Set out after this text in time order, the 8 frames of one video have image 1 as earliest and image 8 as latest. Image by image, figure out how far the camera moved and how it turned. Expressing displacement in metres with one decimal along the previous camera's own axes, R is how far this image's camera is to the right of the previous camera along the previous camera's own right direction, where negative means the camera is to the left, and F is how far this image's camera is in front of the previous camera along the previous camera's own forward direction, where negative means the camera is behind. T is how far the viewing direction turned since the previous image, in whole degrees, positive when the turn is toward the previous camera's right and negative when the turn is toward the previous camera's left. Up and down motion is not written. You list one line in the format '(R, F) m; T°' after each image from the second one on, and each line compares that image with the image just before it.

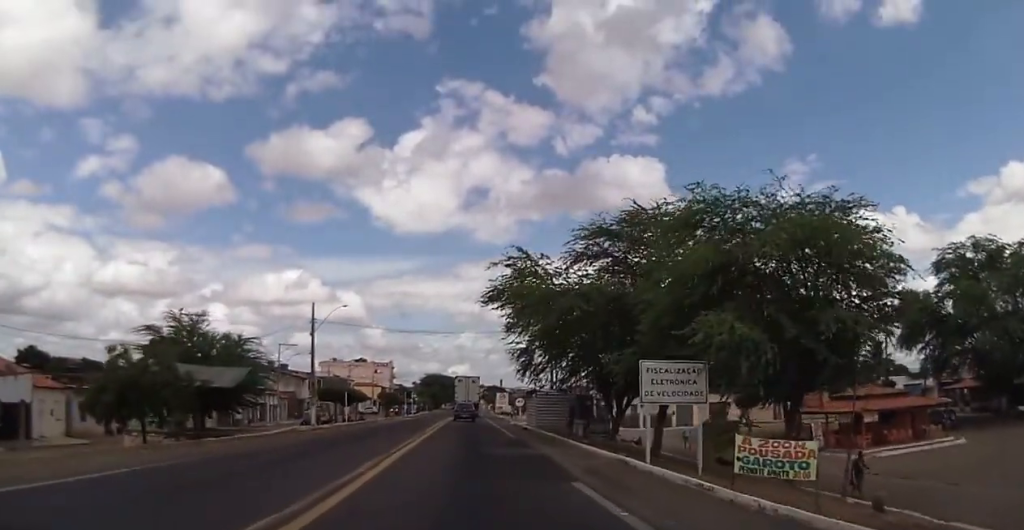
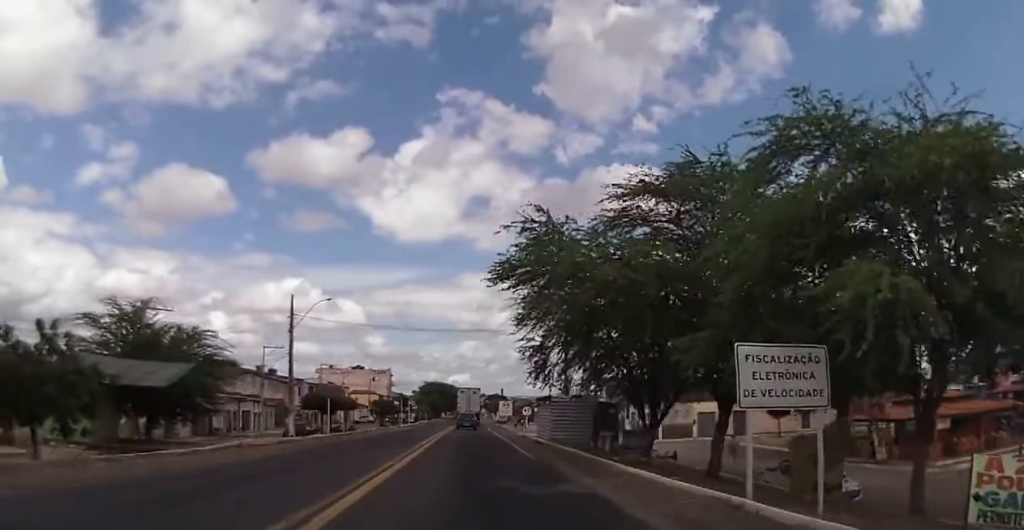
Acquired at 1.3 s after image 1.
(0.0, +4.7) m; +5°
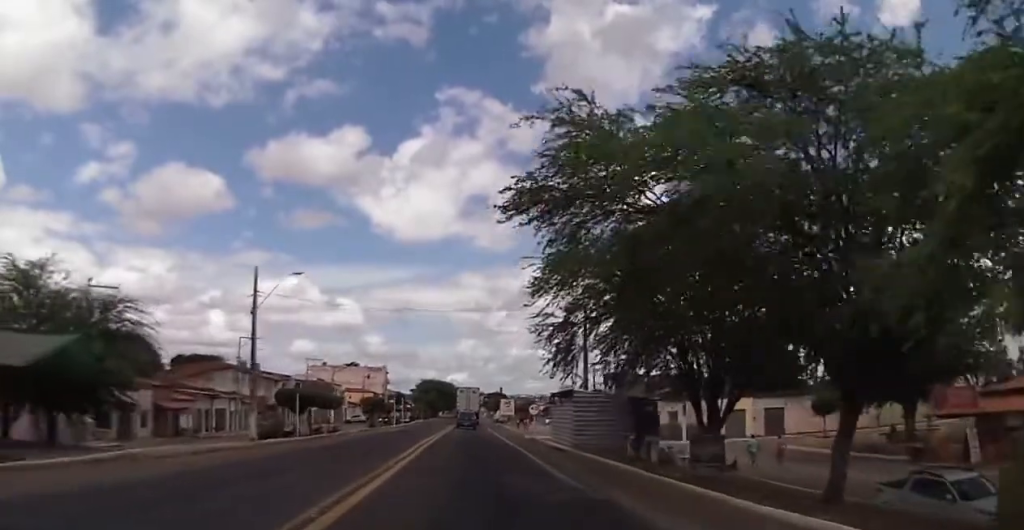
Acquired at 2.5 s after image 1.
(+0.5, +6.3) m; -4°
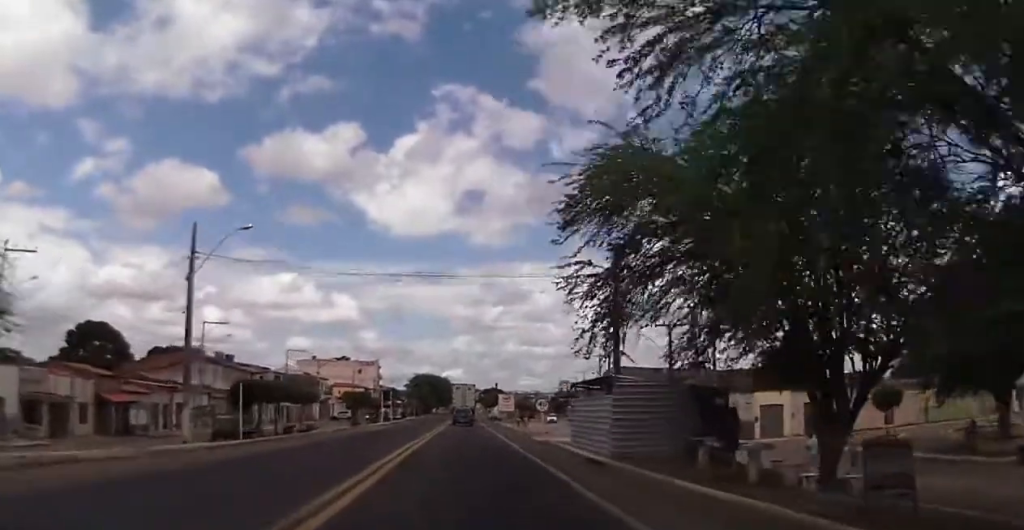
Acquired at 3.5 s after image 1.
(-0.9, +7.6) m; -2°
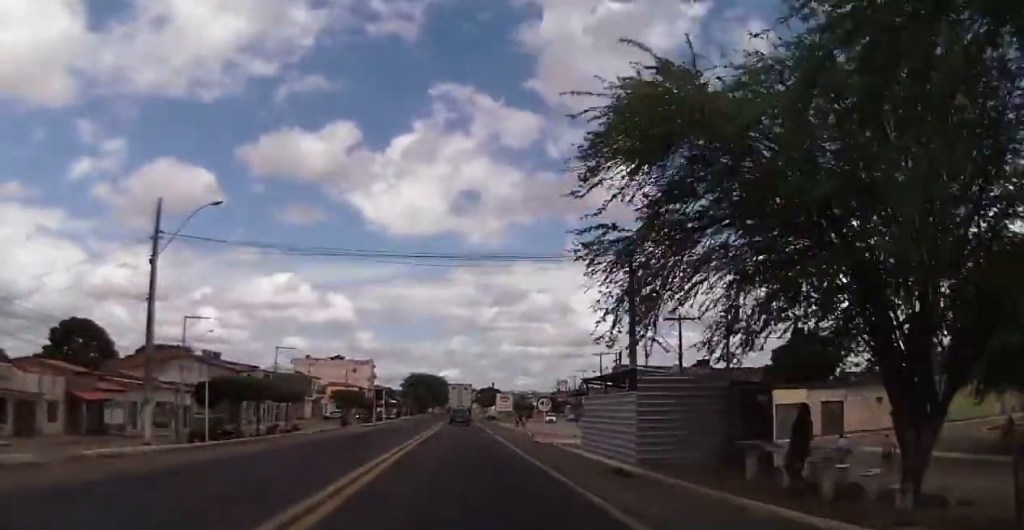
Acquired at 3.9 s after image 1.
(+0.2, +3.2) m; +2°
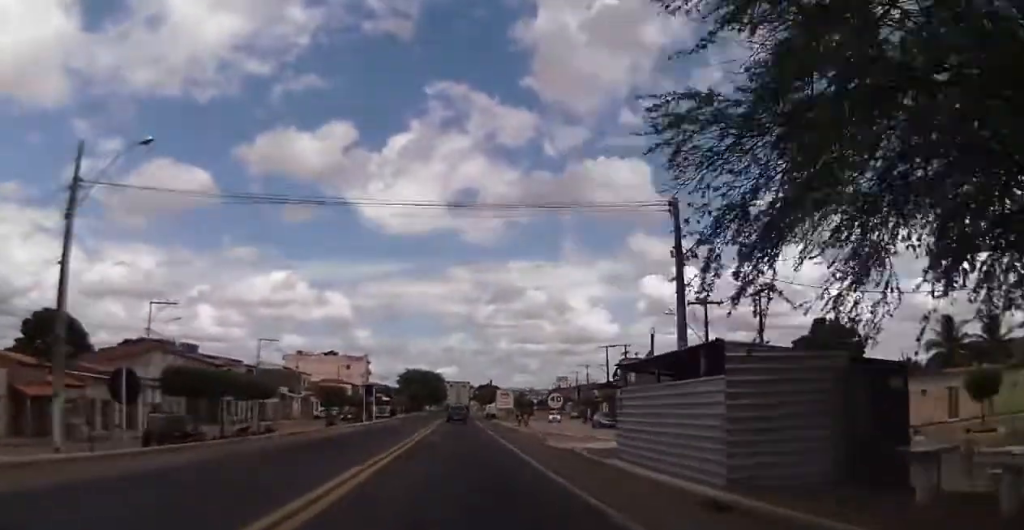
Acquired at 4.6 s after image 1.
(+0.2, +5.8) m; +2°
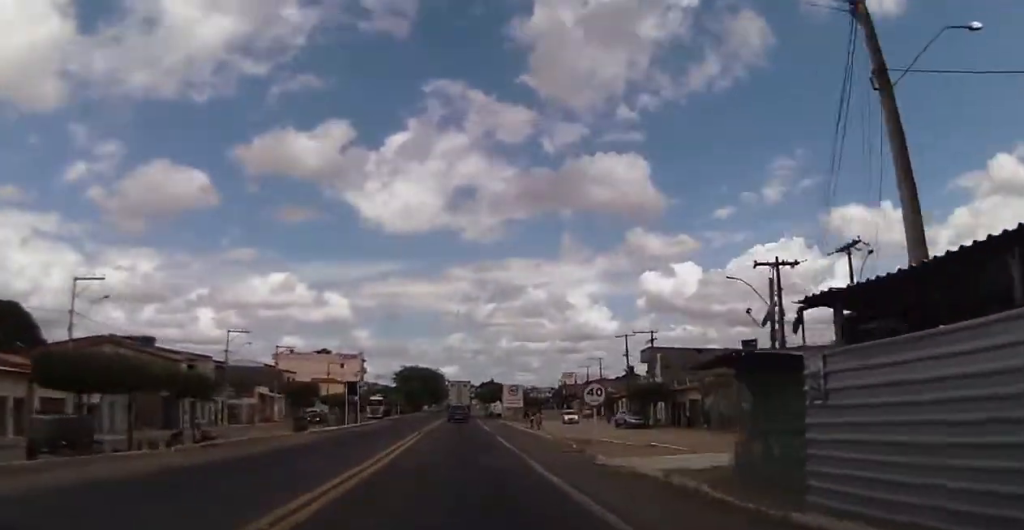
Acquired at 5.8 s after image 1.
(-0.2, +10.6) m; -2°
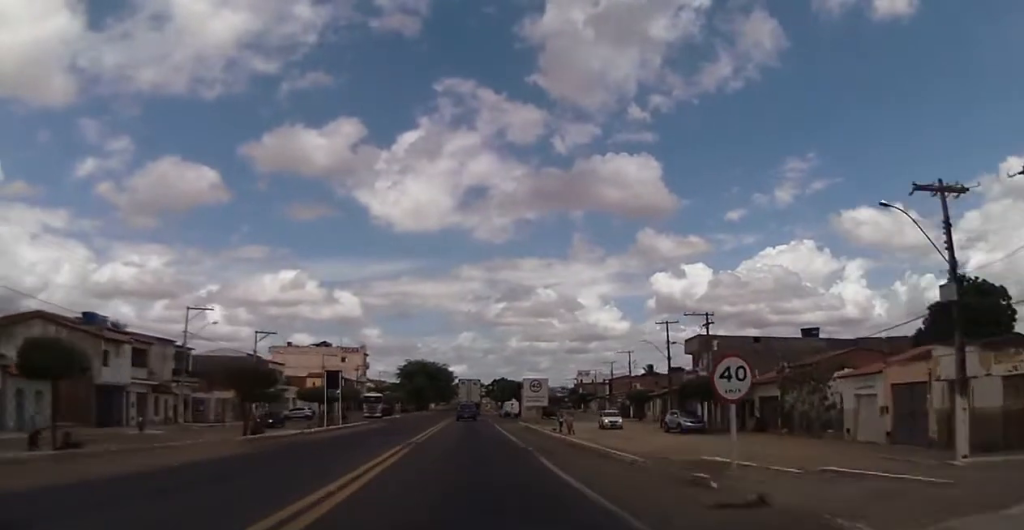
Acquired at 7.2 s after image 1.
(+0.1, +12.8) m; 0°
